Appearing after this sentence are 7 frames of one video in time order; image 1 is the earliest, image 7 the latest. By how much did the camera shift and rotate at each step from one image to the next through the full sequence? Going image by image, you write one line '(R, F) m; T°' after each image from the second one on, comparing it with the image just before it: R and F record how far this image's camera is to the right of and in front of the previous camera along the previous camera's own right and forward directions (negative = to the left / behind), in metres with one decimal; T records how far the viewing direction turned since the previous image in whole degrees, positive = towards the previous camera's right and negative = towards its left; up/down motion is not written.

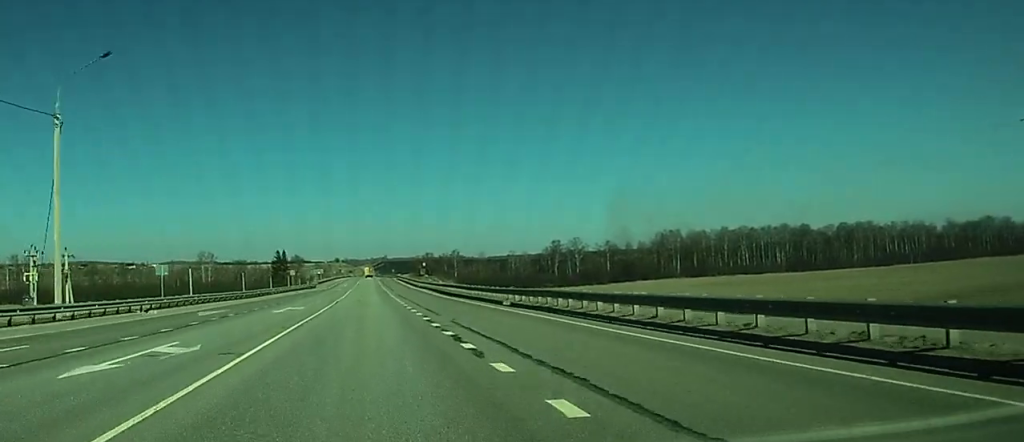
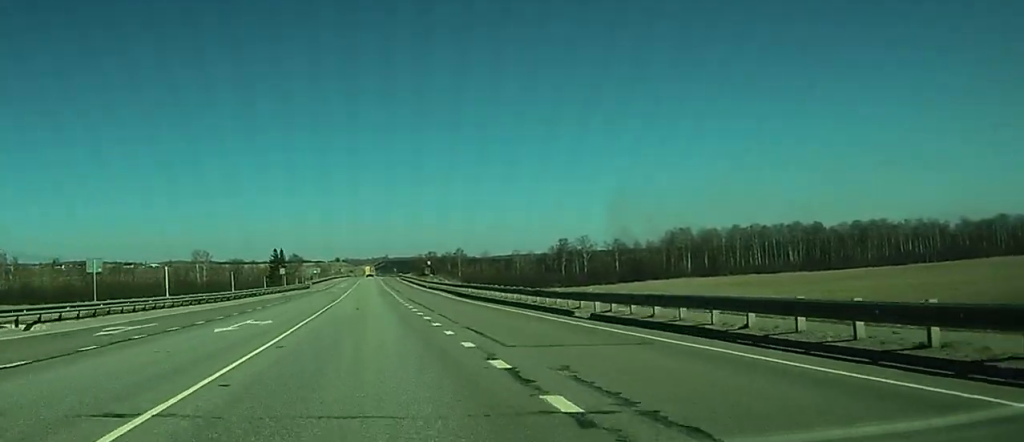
(+0.4, +16.2) m; +1°
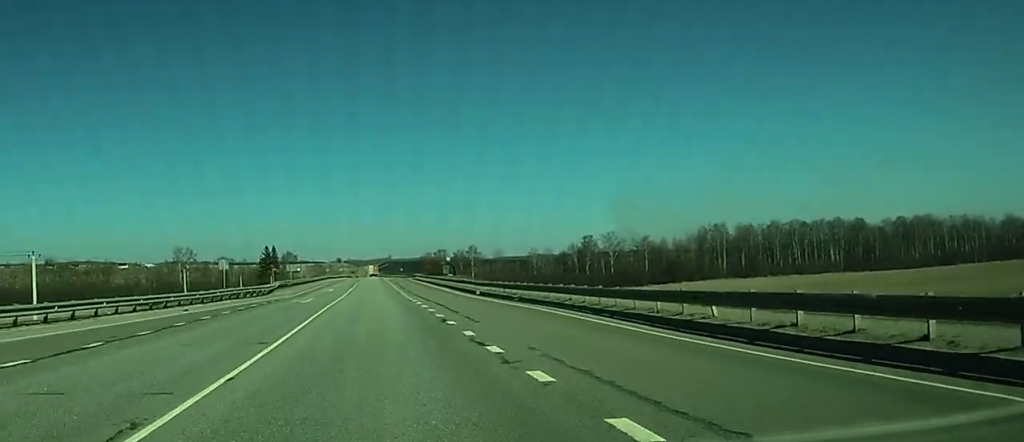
(-0.3, +47.2) m; -1°
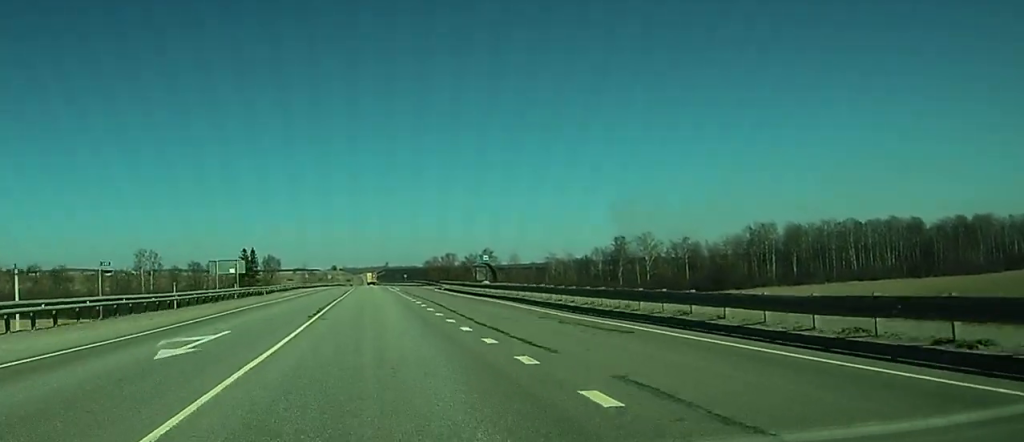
(+0.2, +59.6) m; 0°
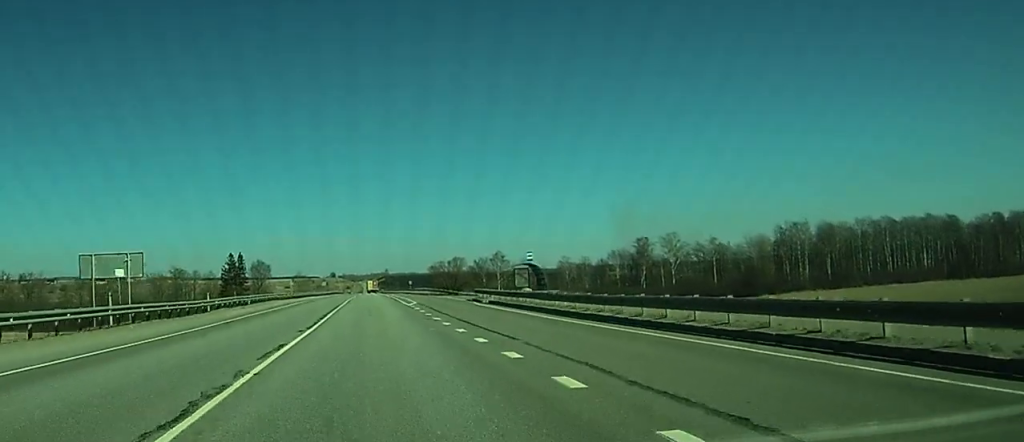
(-0.1, +30.6) m; 0°
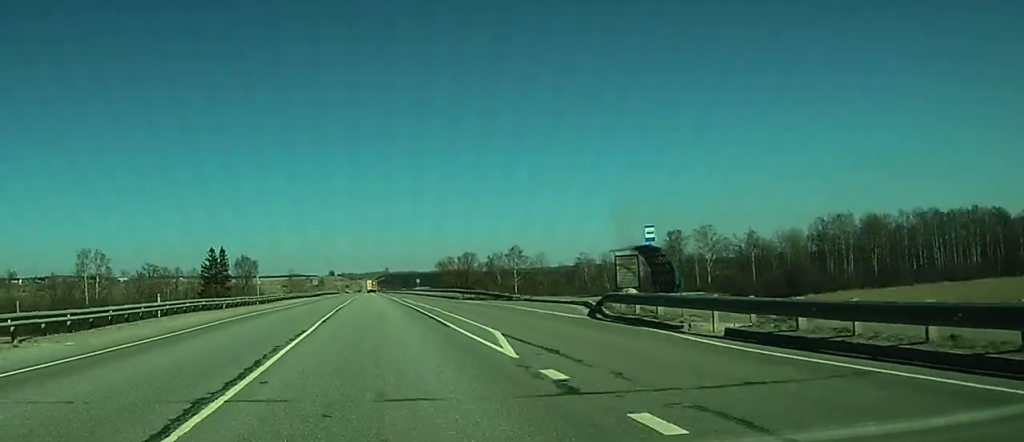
(+0.1, +35.6) m; 0°
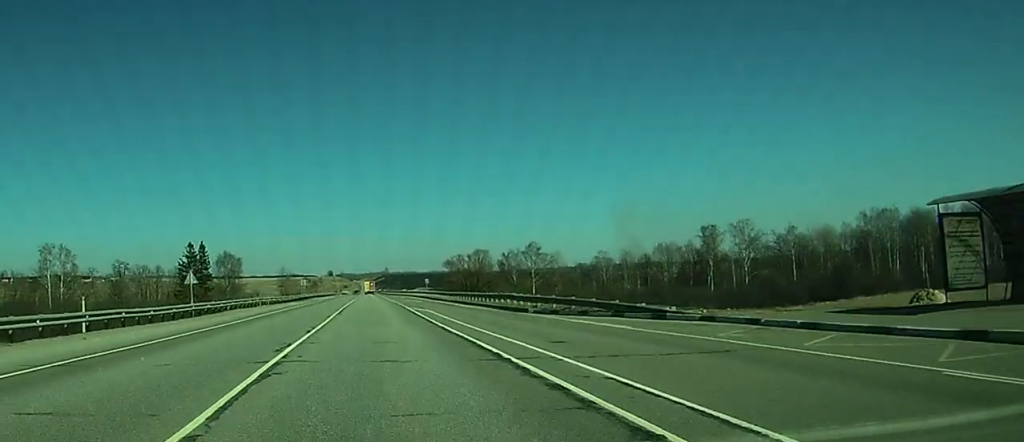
(-0.1, +30.7) m; -1°
